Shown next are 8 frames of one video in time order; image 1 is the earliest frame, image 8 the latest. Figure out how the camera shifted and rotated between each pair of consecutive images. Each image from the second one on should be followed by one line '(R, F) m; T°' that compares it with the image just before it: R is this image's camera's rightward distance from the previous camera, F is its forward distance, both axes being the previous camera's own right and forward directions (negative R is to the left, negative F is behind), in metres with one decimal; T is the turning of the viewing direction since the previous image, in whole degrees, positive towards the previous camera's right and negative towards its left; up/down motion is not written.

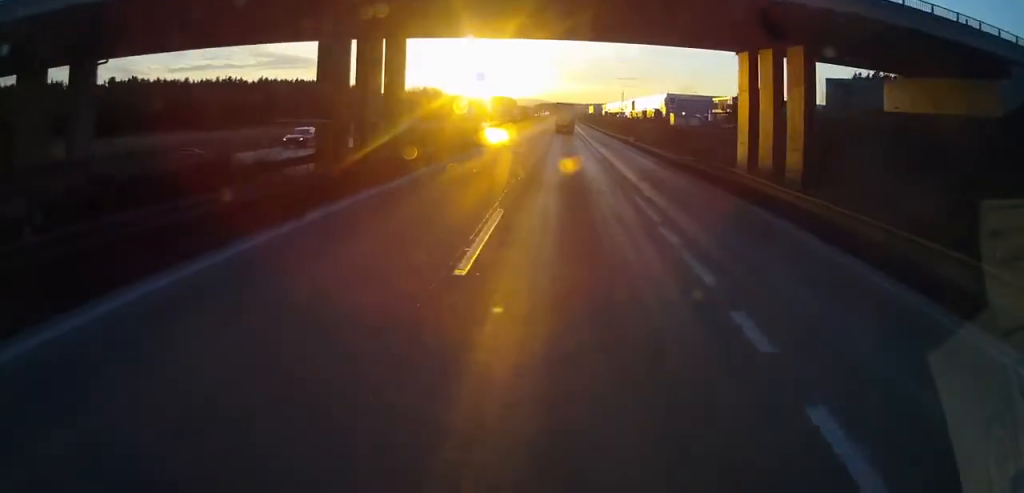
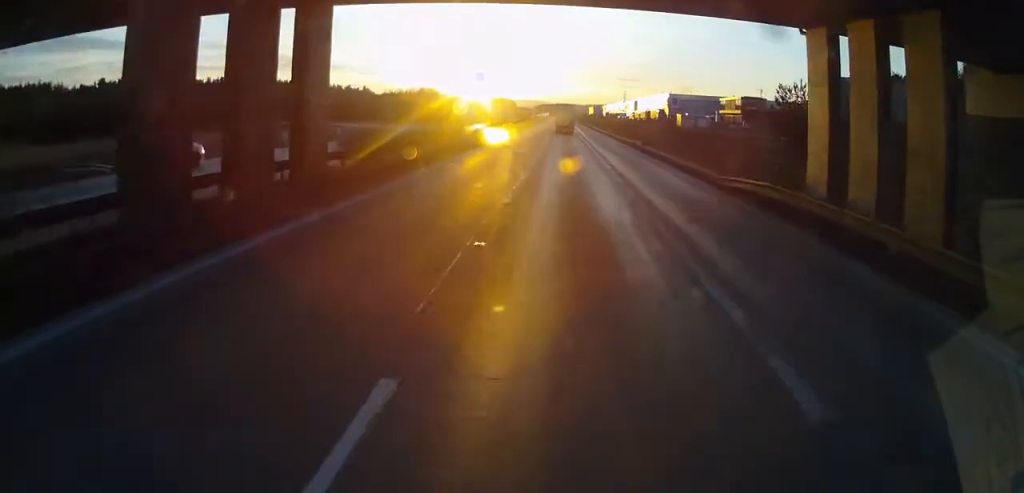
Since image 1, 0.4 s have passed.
(0.0, +10.2) m; 0°
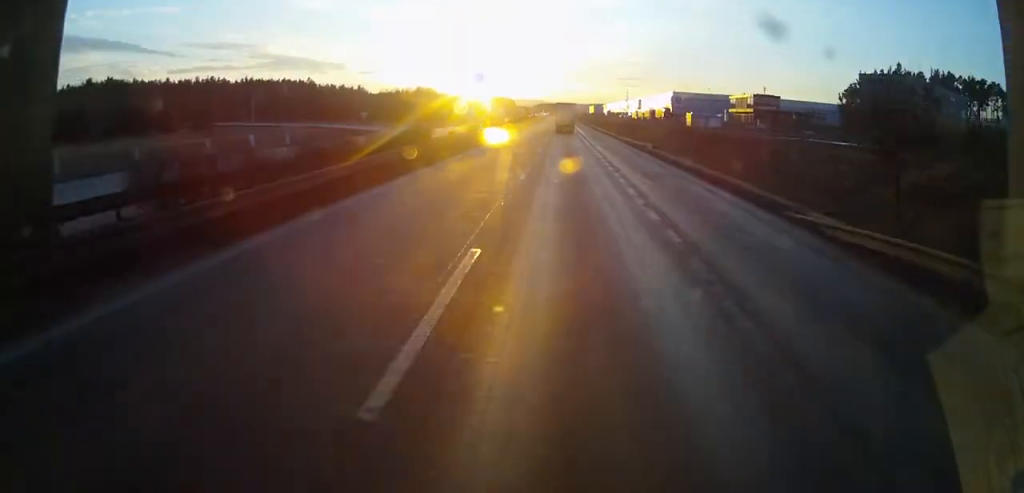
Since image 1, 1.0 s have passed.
(0.0, +12.5) m; 0°
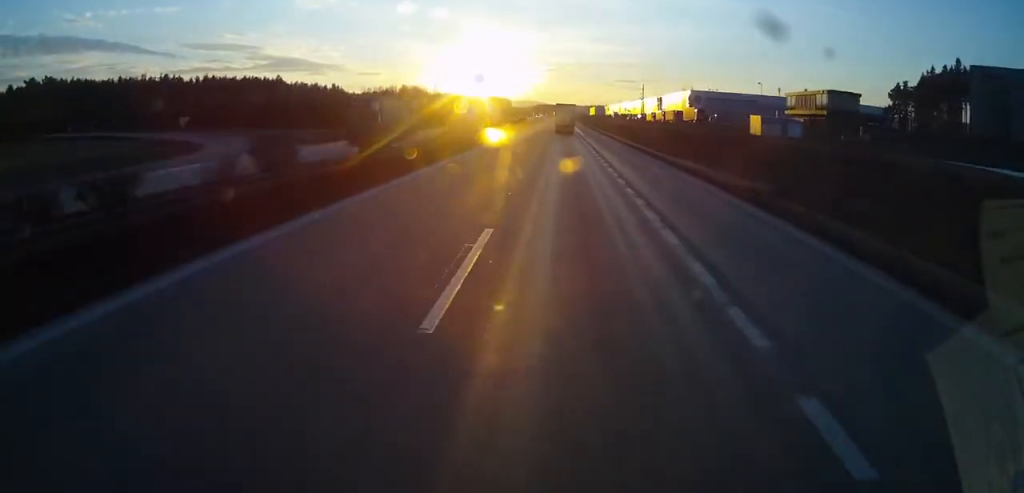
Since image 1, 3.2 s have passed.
(0.0, +51.5) m; -1°
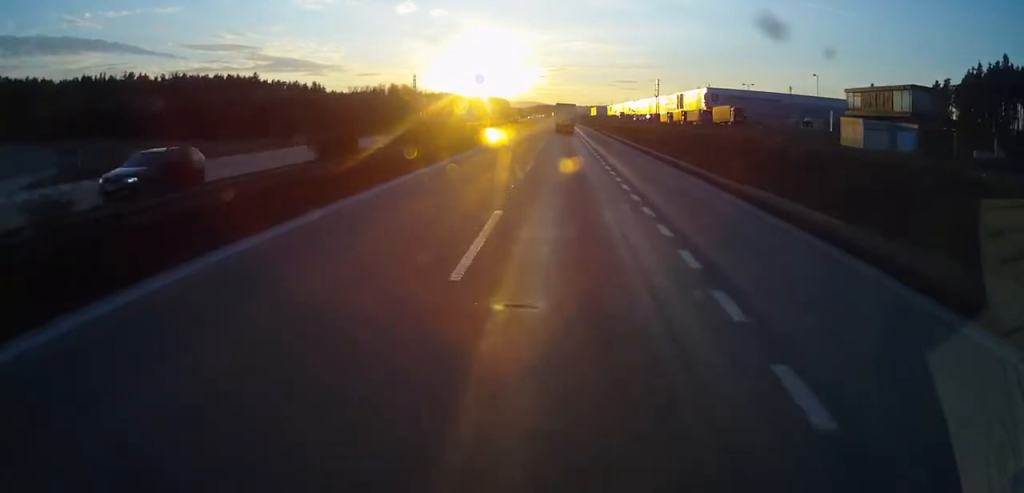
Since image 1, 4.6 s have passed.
(0.0, +33.6) m; 0°
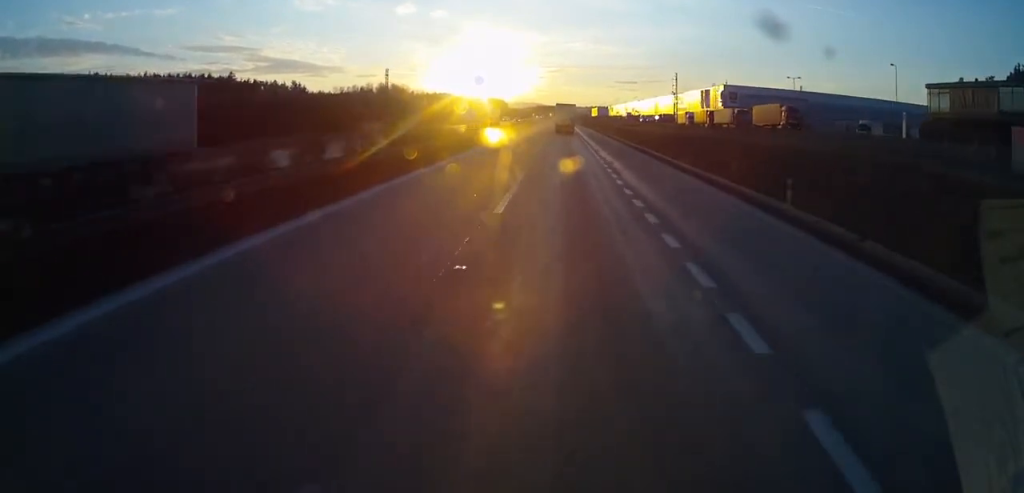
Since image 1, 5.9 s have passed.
(-0.1, +29.4) m; 0°
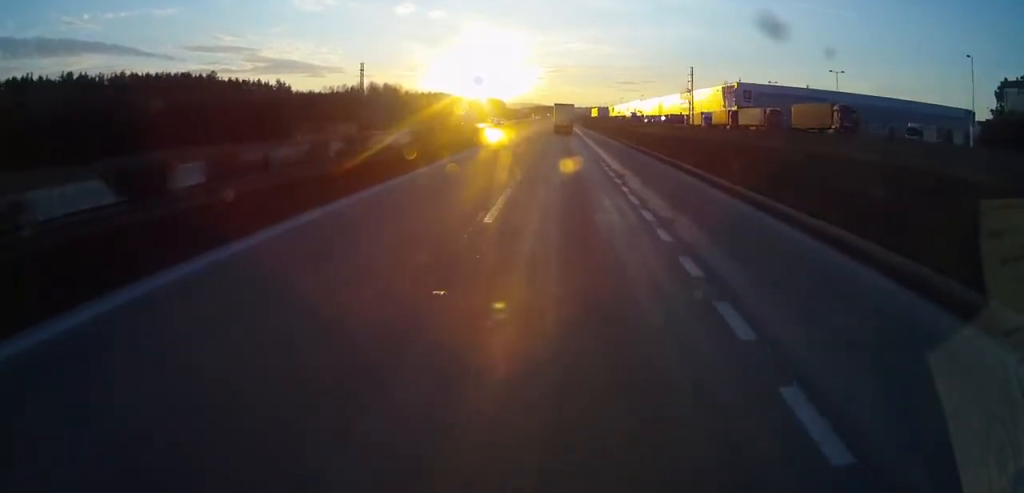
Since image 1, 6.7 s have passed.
(+0.1, +19.4) m; +1°
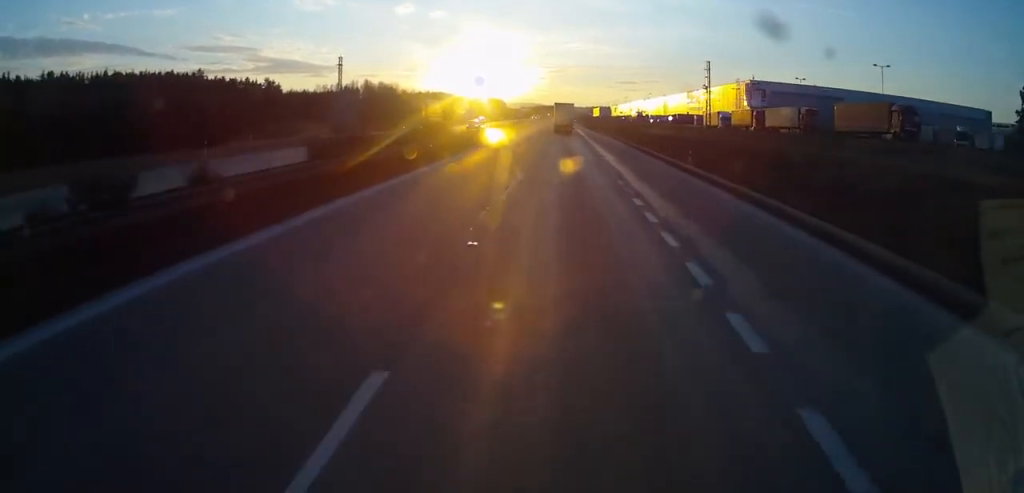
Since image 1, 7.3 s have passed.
(+0.2, +14.7) m; +1°
